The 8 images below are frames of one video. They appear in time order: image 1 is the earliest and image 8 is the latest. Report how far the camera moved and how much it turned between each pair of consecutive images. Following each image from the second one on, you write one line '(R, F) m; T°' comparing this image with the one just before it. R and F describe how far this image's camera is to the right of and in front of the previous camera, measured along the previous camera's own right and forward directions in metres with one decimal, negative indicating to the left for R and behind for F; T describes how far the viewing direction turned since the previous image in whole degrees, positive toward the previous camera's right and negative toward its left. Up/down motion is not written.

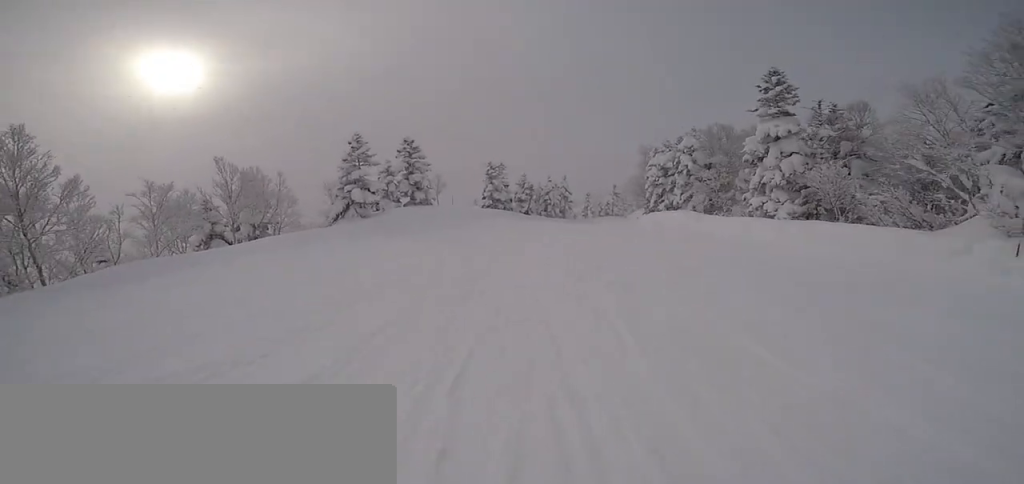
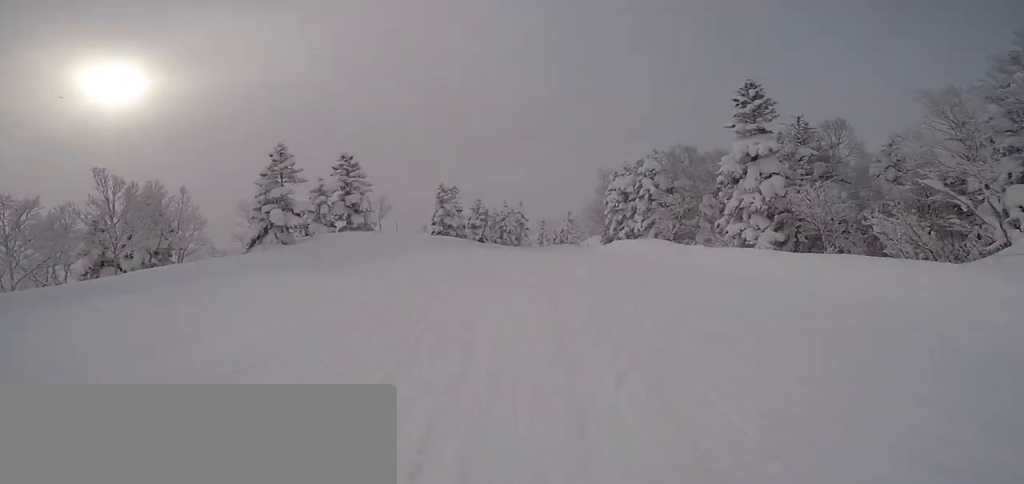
(+0.4, +3.1) m; 0°
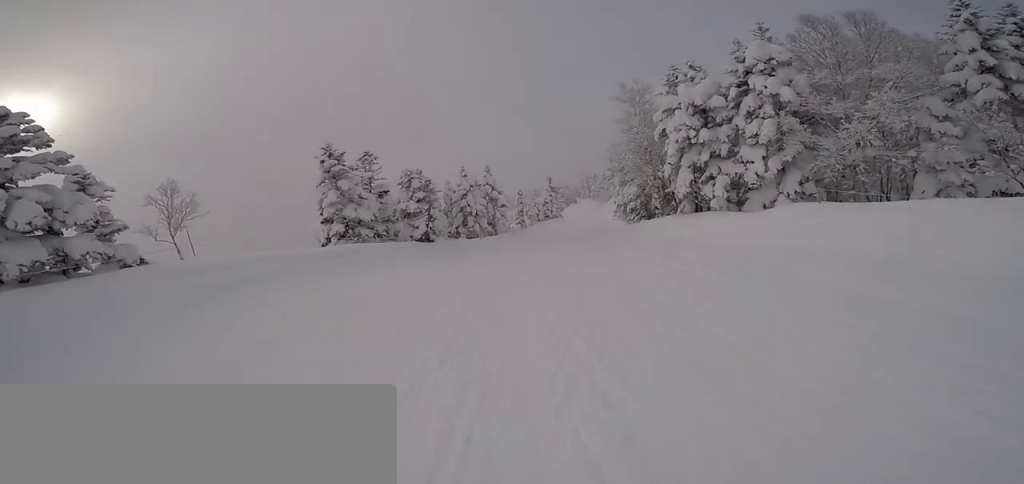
(+0.4, +19.8) m; +10°
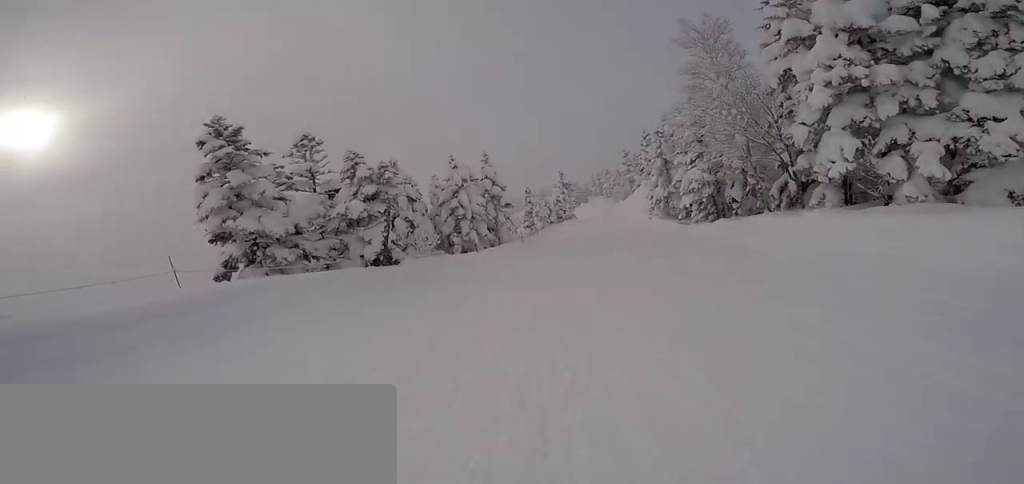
(+0.4, +9.6) m; +9°
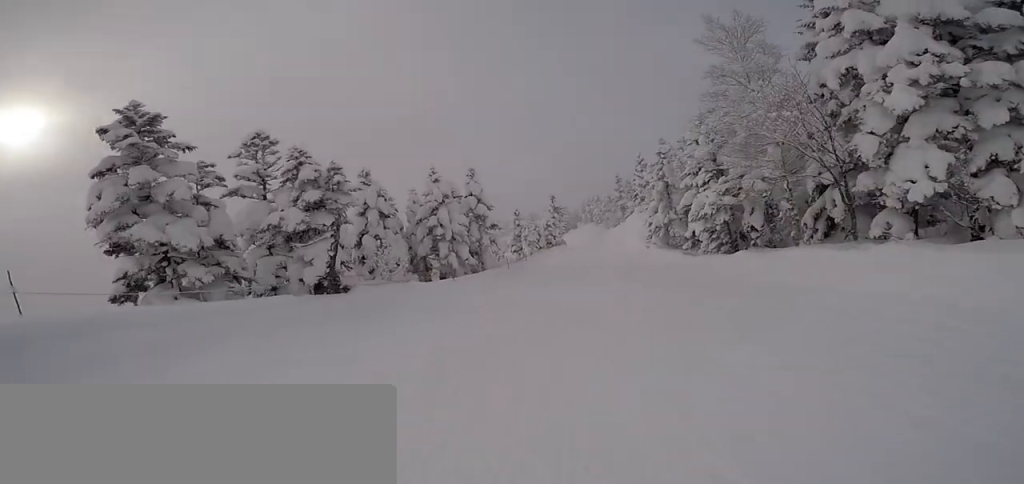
(+0.2, +3.2) m; +2°
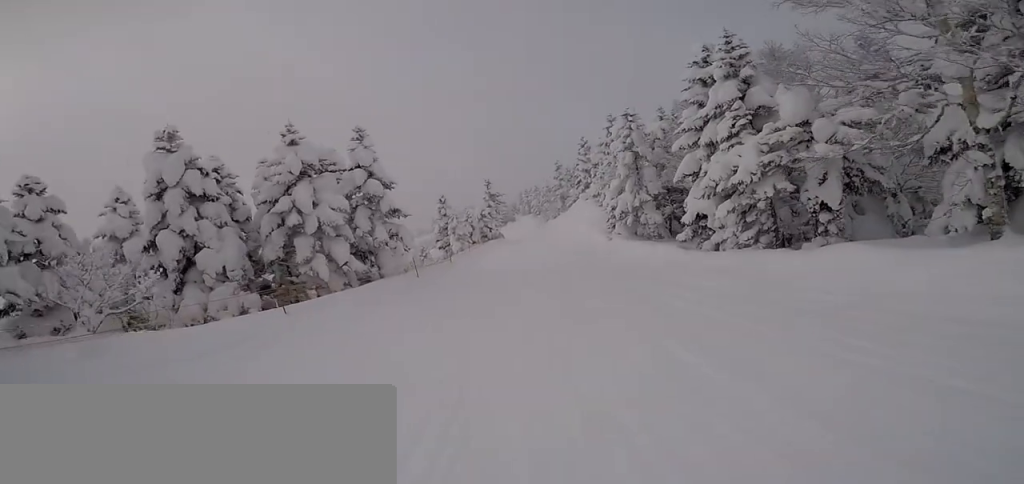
(+0.2, +8.6) m; 0°
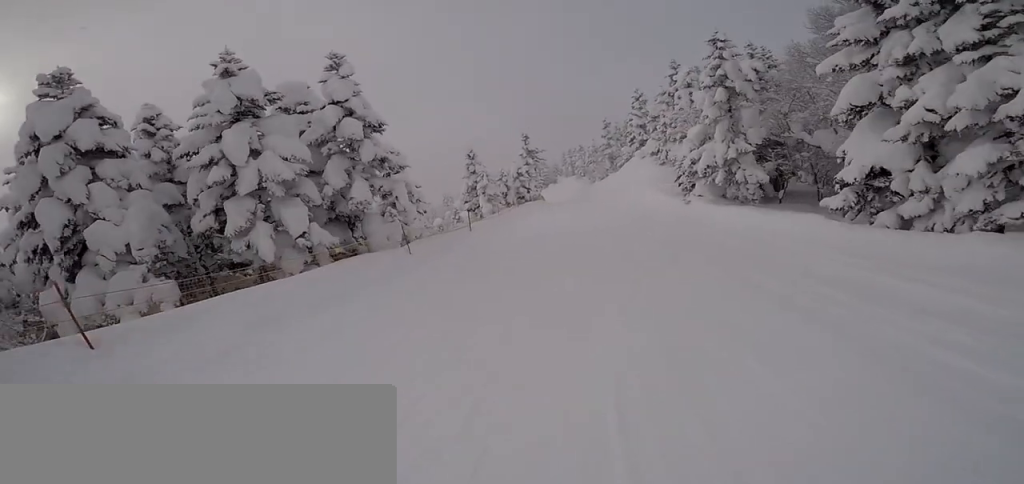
(-0.3, +5.4) m; 0°
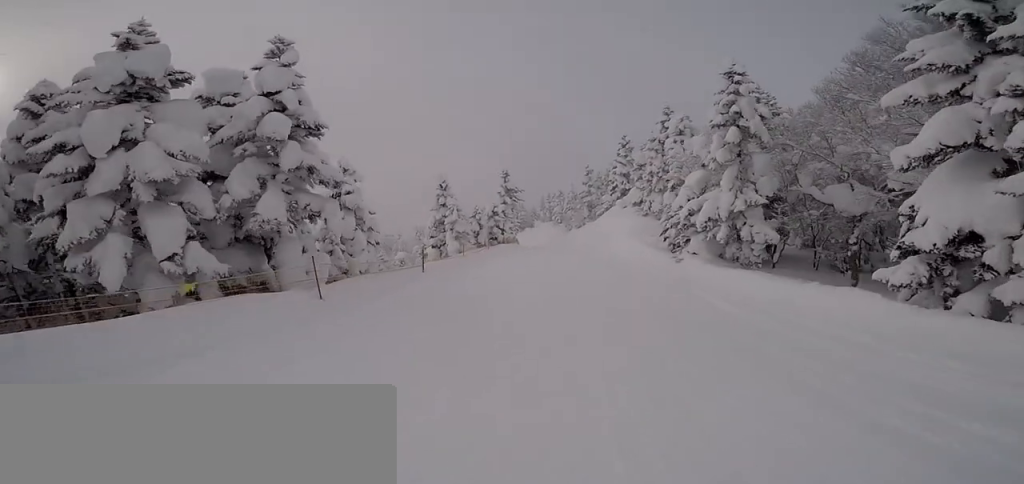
(+0.4, +2.9) m; 0°
